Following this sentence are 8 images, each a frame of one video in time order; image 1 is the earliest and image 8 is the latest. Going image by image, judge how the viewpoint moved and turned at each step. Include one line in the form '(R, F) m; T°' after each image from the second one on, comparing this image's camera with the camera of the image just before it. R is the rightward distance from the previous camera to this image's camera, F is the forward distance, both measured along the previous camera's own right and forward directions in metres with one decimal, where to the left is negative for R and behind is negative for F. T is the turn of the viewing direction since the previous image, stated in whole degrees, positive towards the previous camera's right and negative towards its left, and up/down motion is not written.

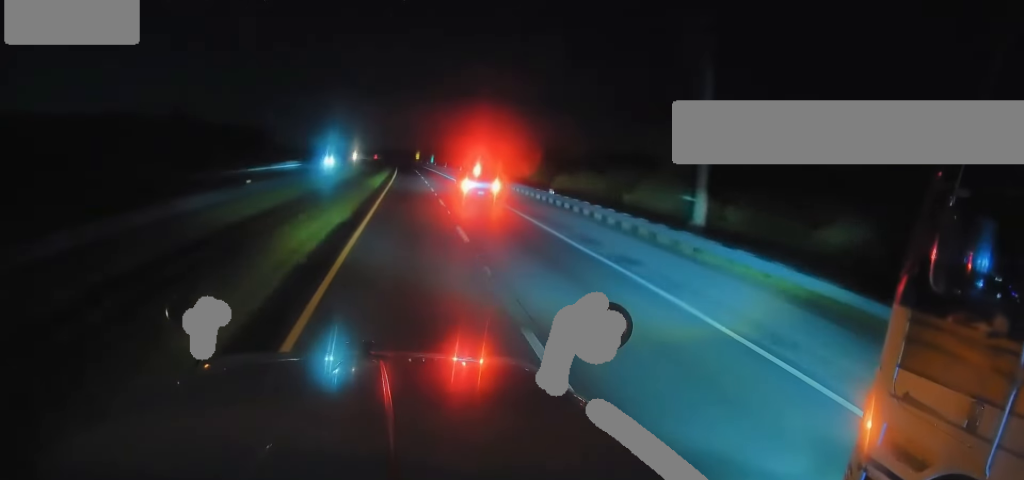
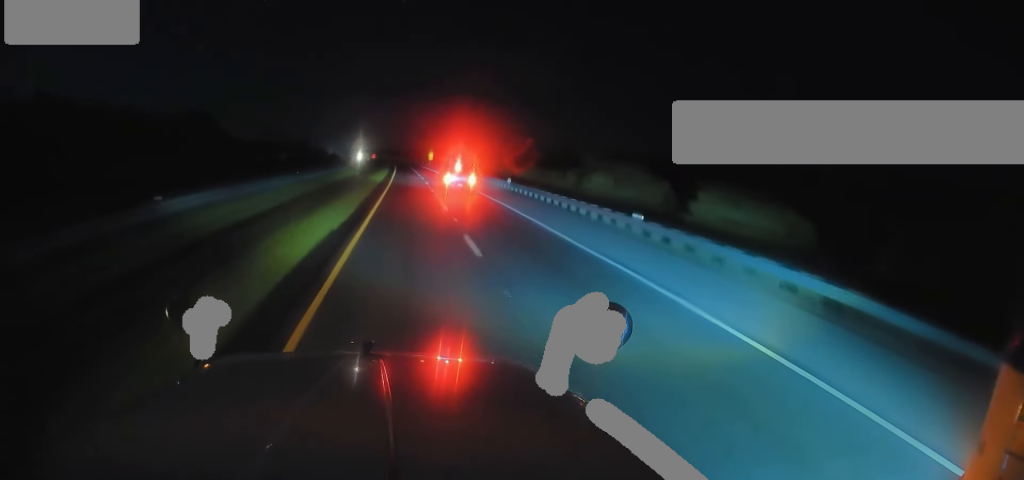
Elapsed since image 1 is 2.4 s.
(-0.1, +67.0) m; 0°
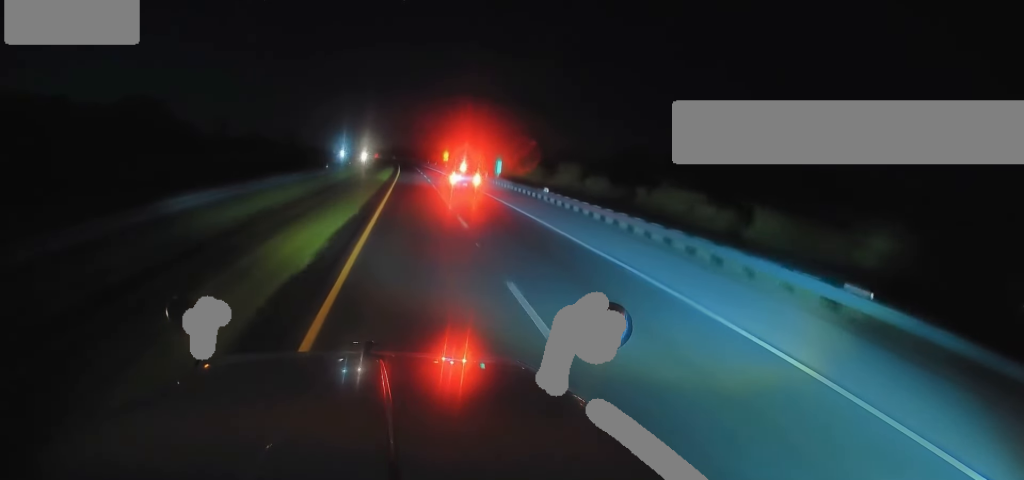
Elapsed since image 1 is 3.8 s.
(-0.4, +41.7) m; -1°
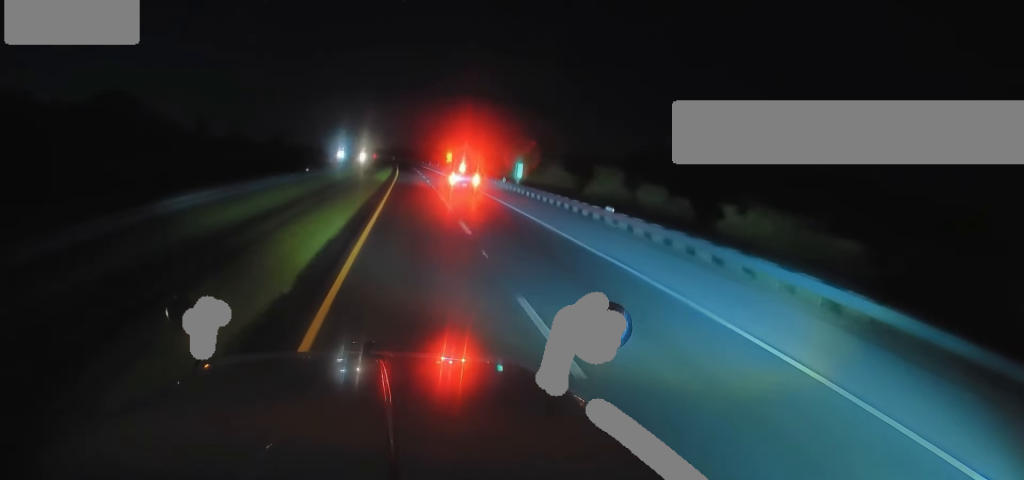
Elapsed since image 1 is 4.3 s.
(-0.1, +13.1) m; 0°
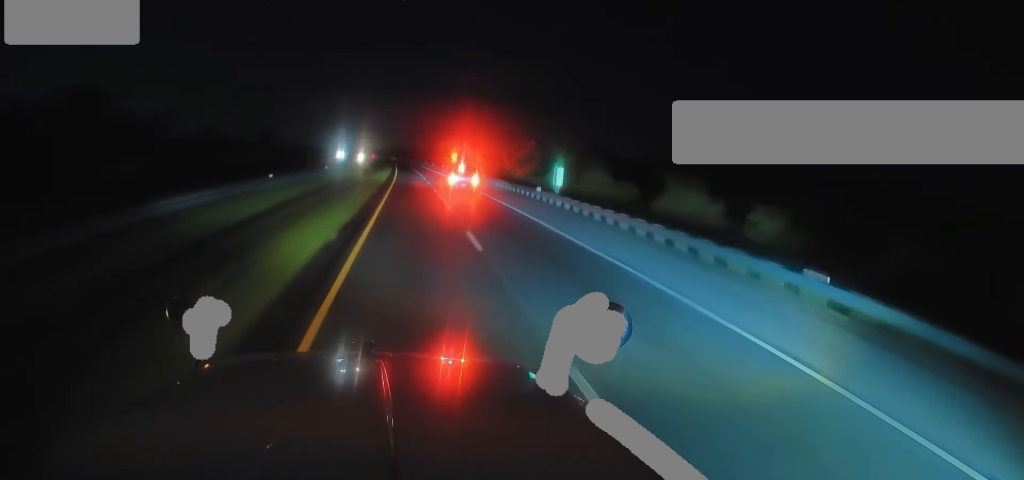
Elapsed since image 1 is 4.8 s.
(0.0, +15.2) m; 0°
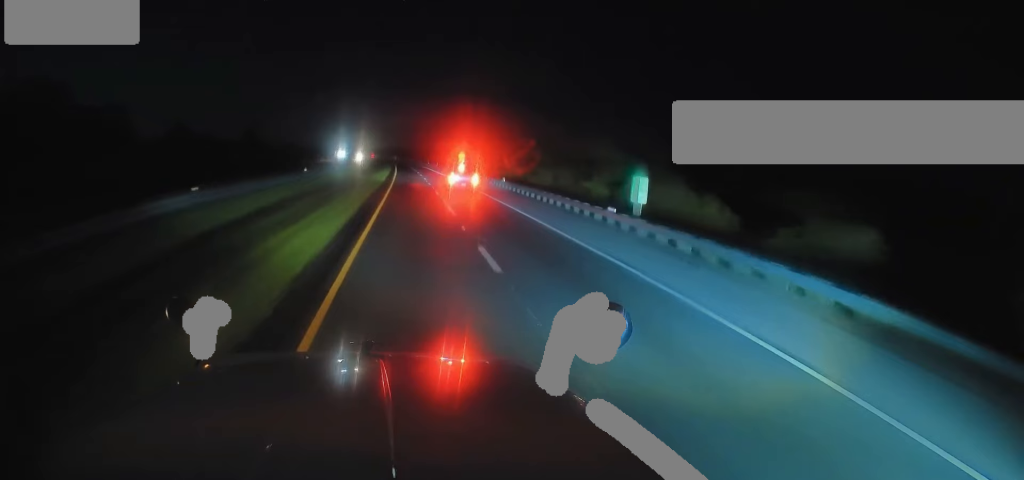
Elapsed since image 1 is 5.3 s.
(+0.2, +15.2) m; 0°
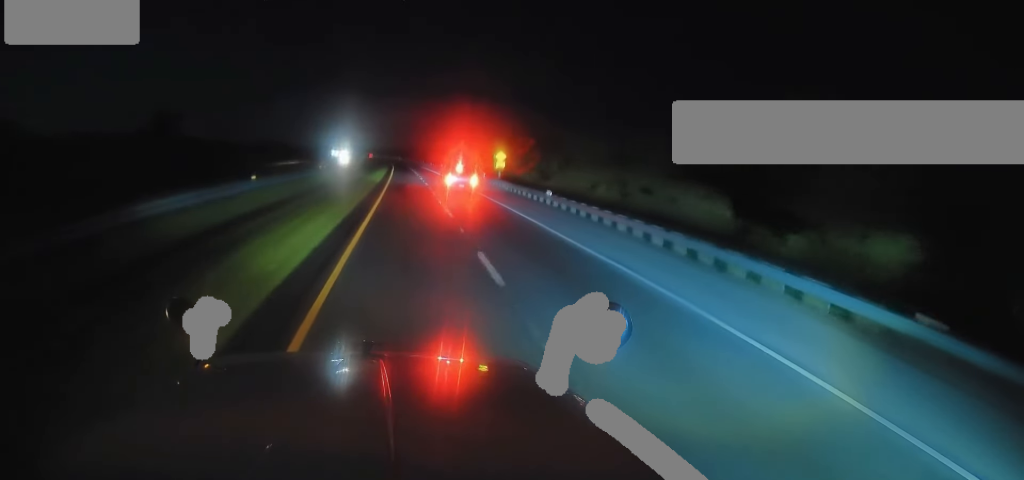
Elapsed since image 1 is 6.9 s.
(-0.6, +49.1) m; -1°
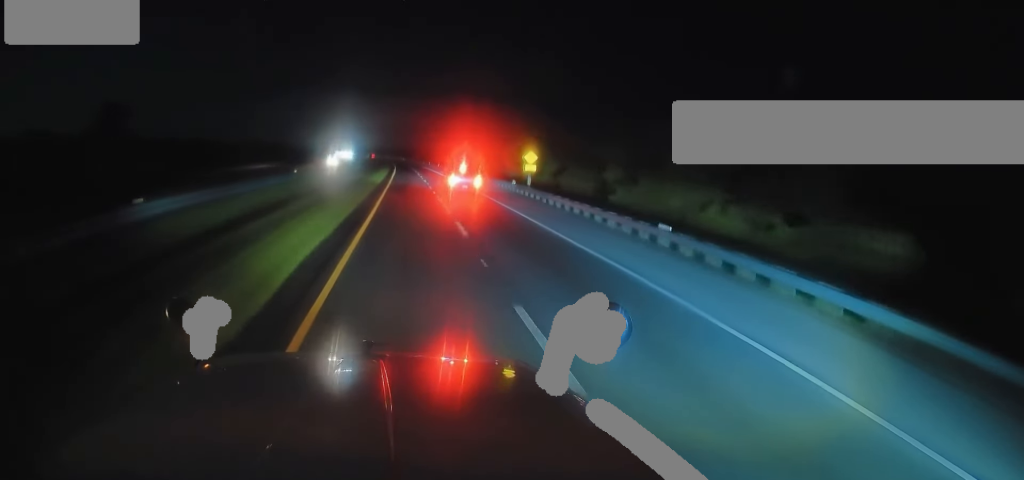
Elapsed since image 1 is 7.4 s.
(+0.2, +17.5) m; 0°
